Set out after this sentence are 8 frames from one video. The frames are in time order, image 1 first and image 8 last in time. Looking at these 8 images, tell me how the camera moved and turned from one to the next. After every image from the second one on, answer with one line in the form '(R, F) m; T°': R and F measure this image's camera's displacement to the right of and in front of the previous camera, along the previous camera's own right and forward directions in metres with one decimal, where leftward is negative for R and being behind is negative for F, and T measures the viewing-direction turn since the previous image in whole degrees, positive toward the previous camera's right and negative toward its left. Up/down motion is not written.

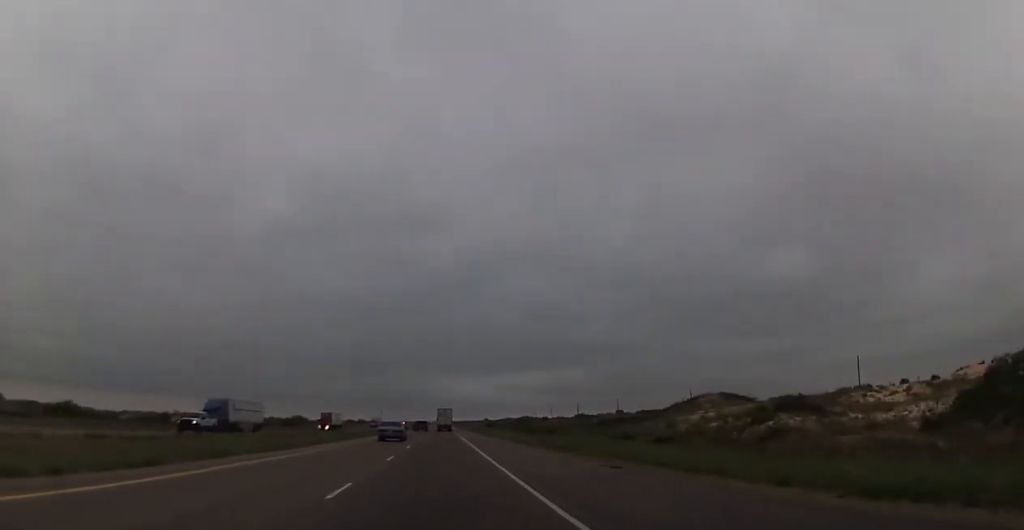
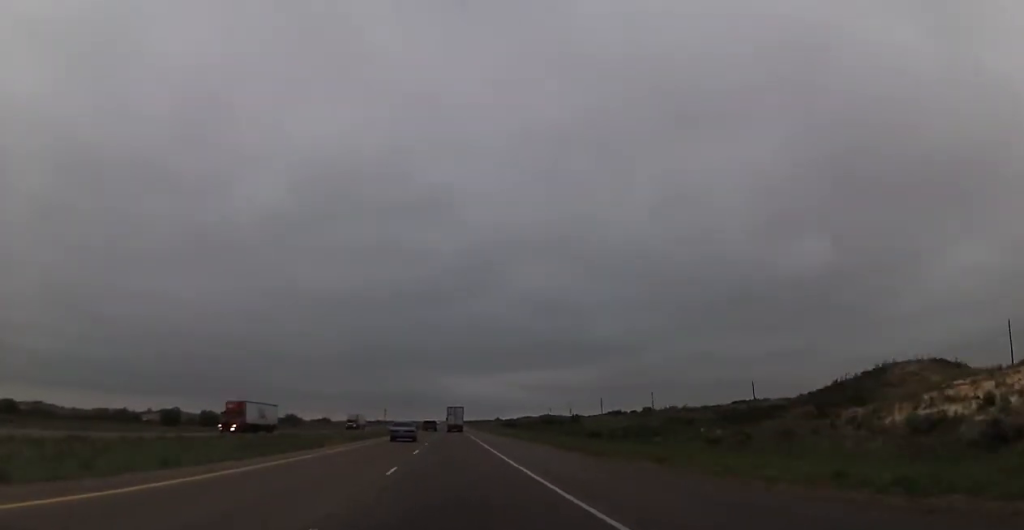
(-0.3, +42.9) m; 0°
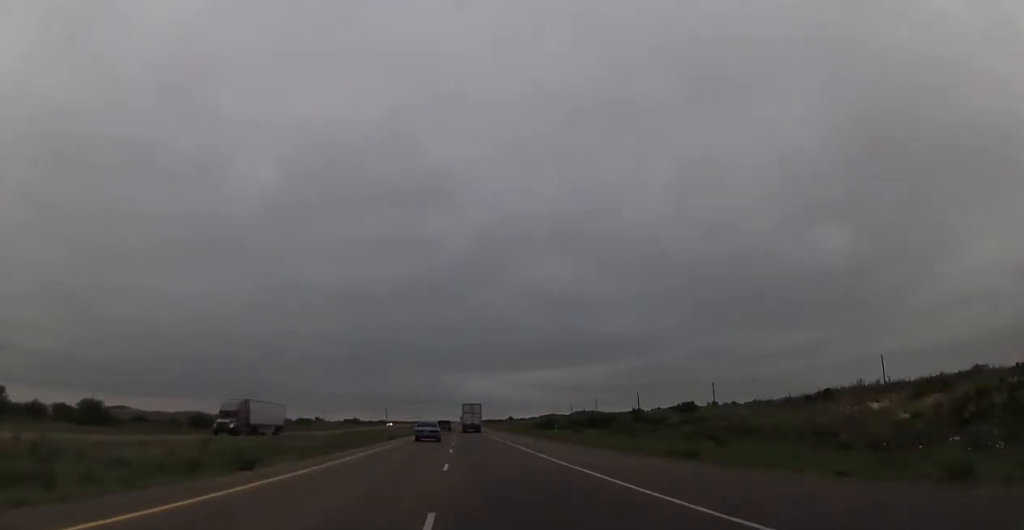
(+0.1, +58.8) m; 0°
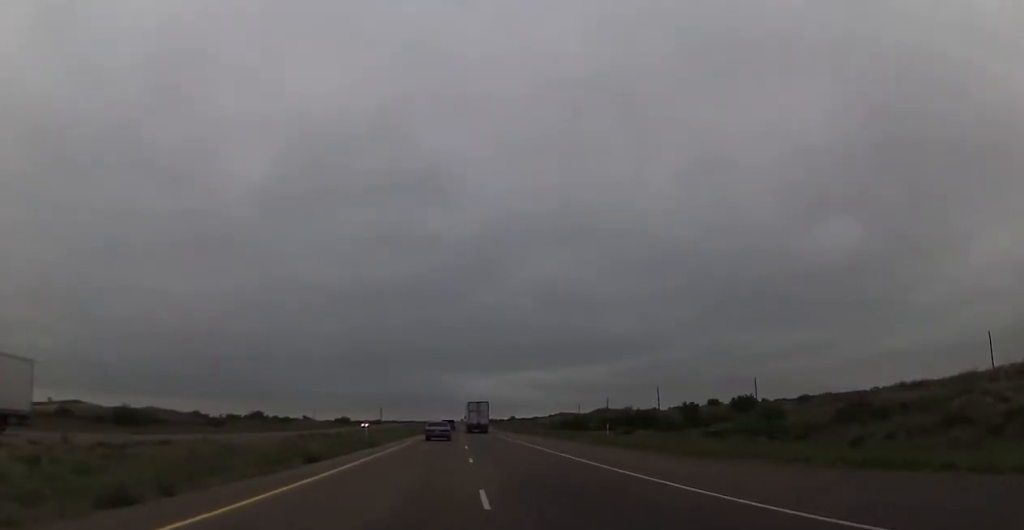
(-0.2, +33.1) m; 0°
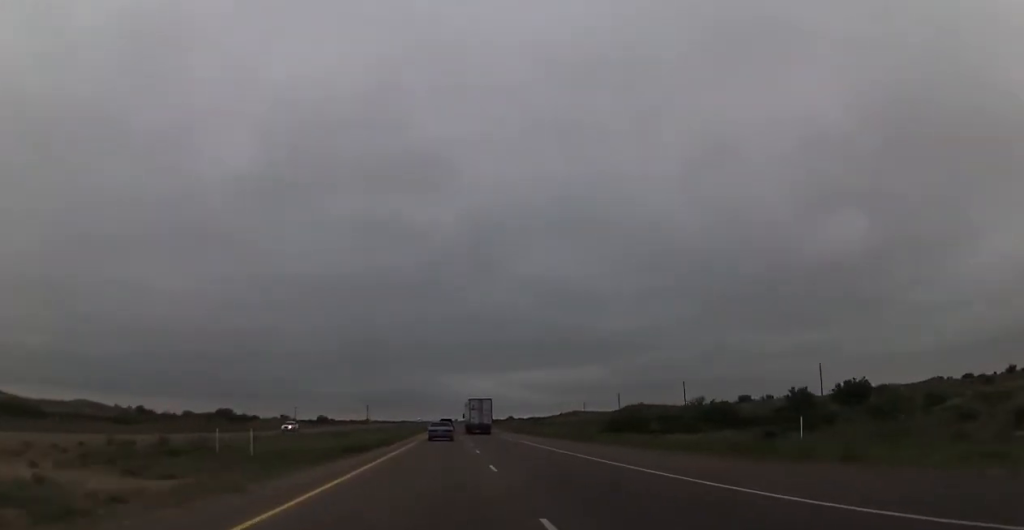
(+0.1, +40.6) m; 0°
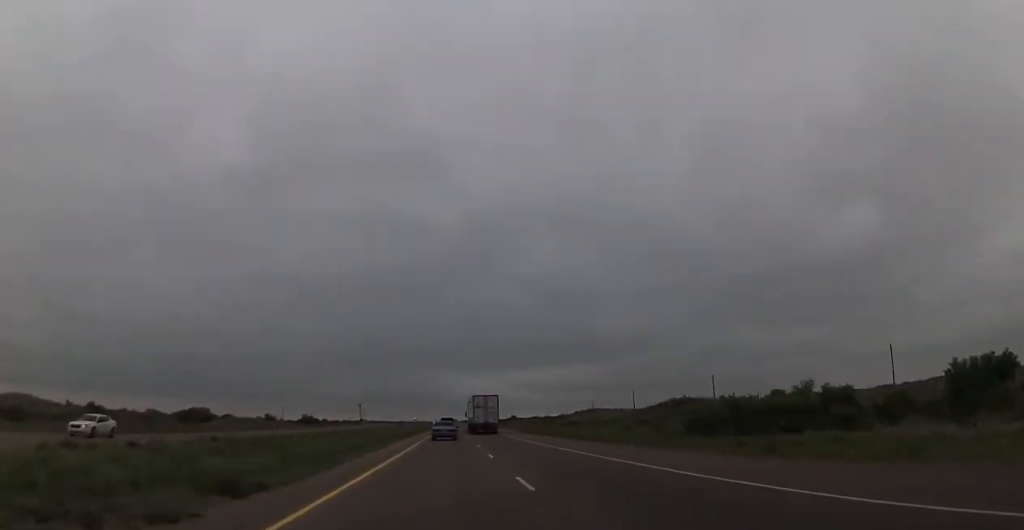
(+0.2, +29.5) m; 0°
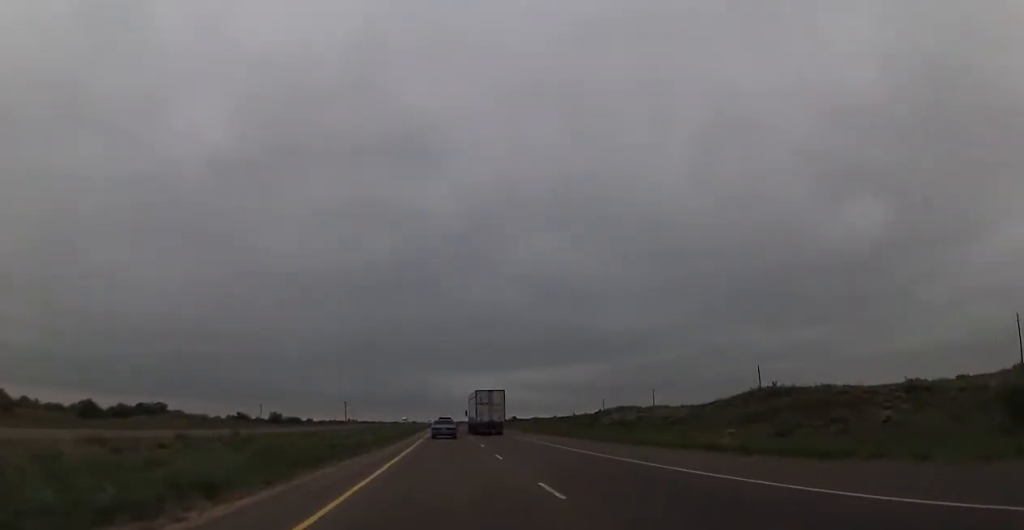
(-0.2, +38.0) m; 0°
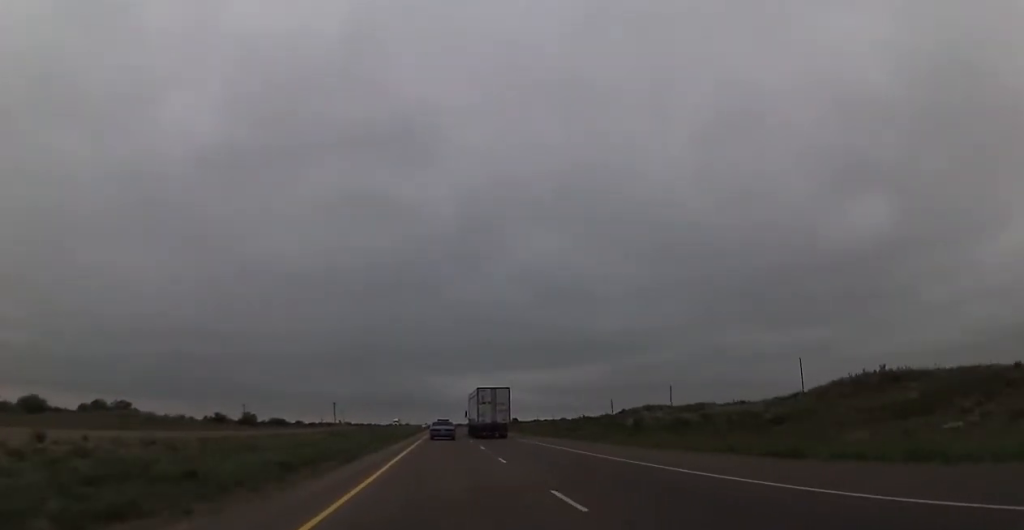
(+0.1, +25.8) m; 0°
